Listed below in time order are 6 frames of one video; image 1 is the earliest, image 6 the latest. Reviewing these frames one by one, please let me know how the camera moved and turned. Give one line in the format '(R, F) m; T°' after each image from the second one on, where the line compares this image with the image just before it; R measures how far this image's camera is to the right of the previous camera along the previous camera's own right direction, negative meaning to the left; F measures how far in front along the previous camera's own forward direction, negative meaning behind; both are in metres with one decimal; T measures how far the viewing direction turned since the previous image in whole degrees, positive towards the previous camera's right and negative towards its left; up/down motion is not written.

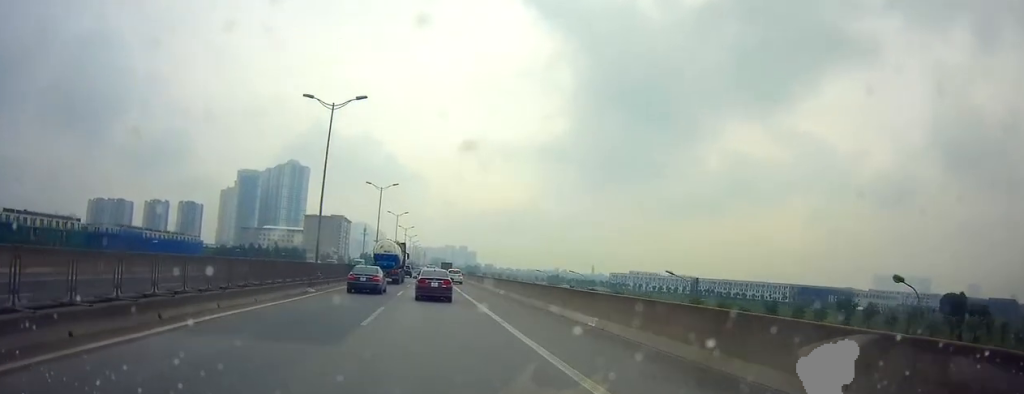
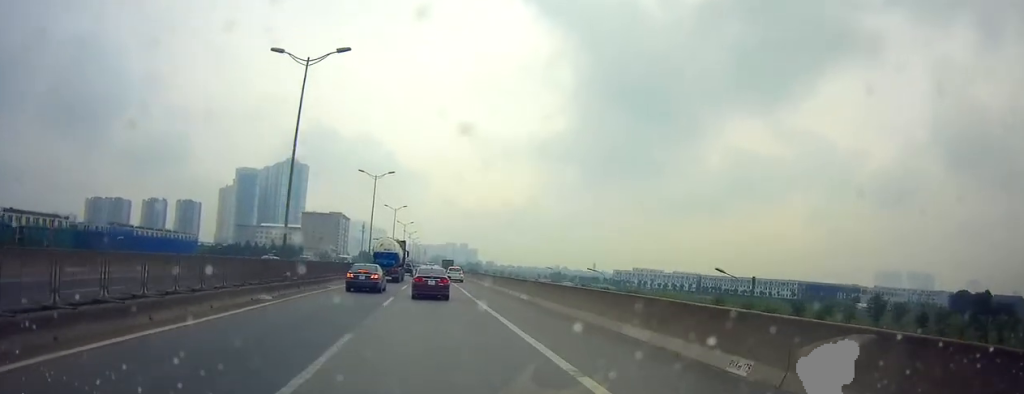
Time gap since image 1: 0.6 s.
(0.0, +8.6) m; -1°
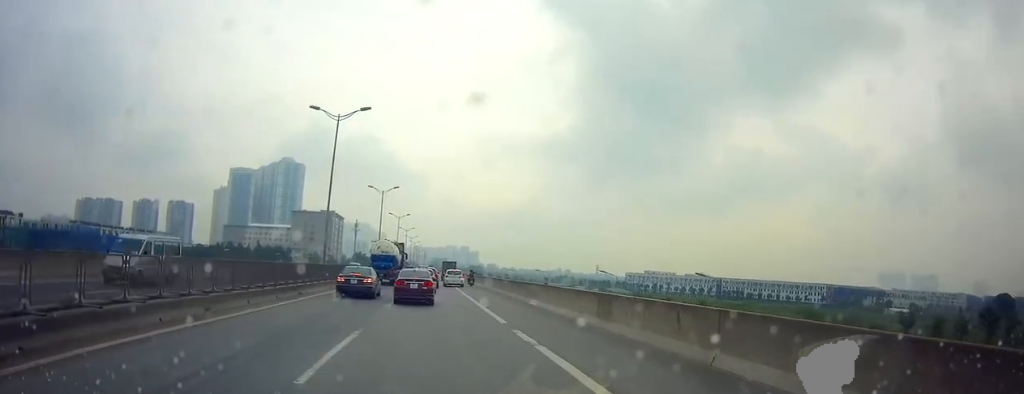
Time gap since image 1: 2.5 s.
(-0.1, +28.5) m; +1°
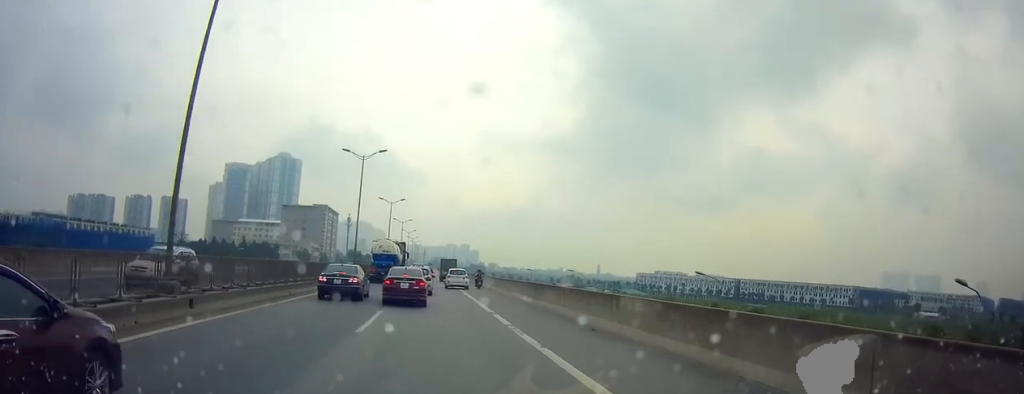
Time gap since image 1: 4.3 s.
(-0.2, +23.8) m; -2°
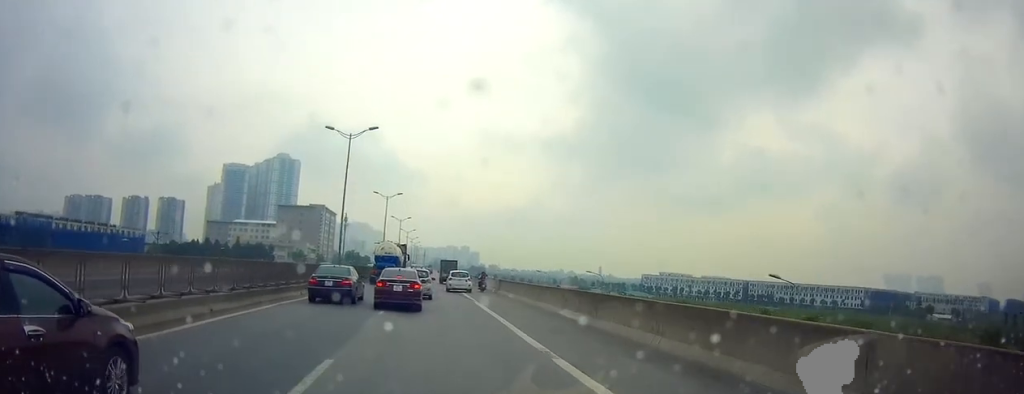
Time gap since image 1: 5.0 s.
(+0.2, +9.4) m; +1°
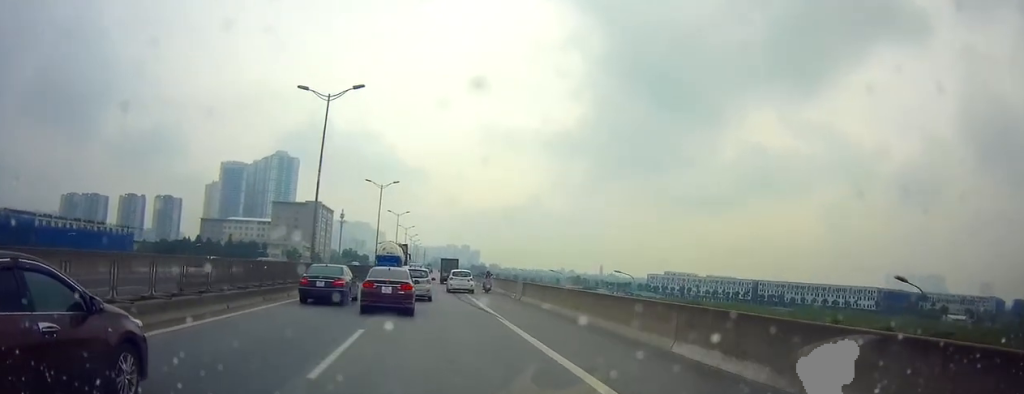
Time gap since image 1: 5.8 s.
(0.0, +10.3) m; 0°
